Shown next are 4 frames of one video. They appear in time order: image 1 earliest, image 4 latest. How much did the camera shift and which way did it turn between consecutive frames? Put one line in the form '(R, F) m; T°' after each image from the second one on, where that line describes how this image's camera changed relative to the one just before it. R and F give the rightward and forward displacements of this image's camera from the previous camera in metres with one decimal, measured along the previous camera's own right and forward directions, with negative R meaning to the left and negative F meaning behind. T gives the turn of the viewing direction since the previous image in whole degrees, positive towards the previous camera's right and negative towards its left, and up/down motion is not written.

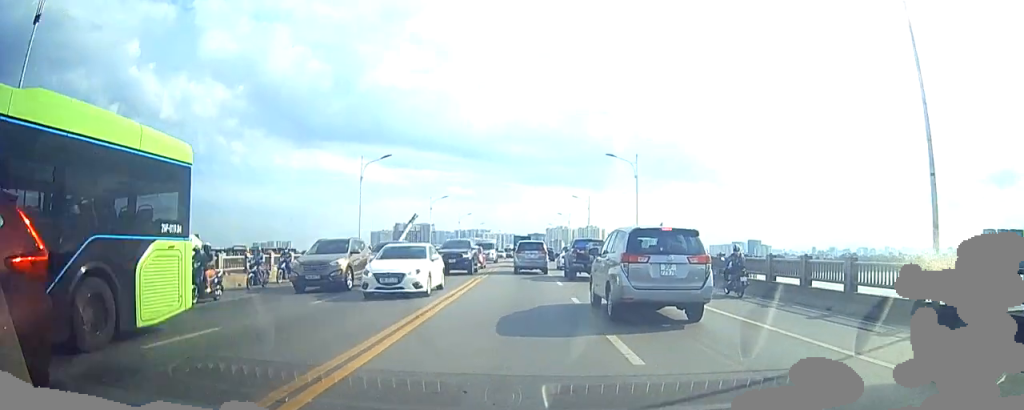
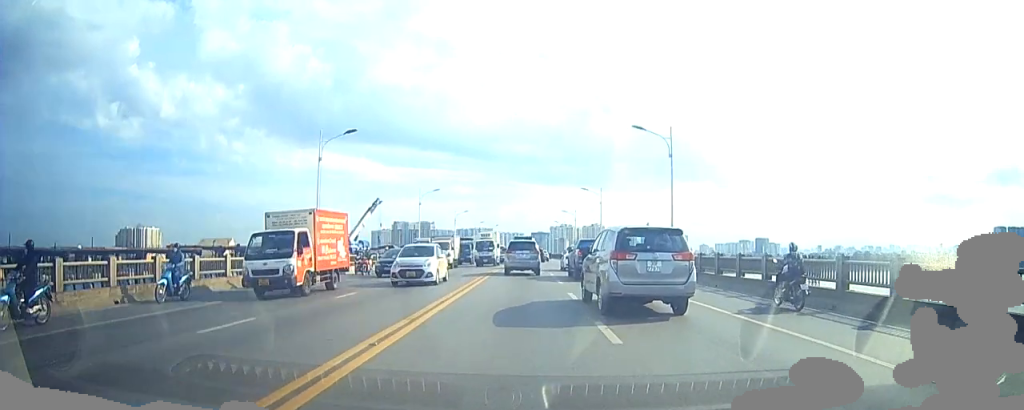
(0.0, +37.9) m; 0°
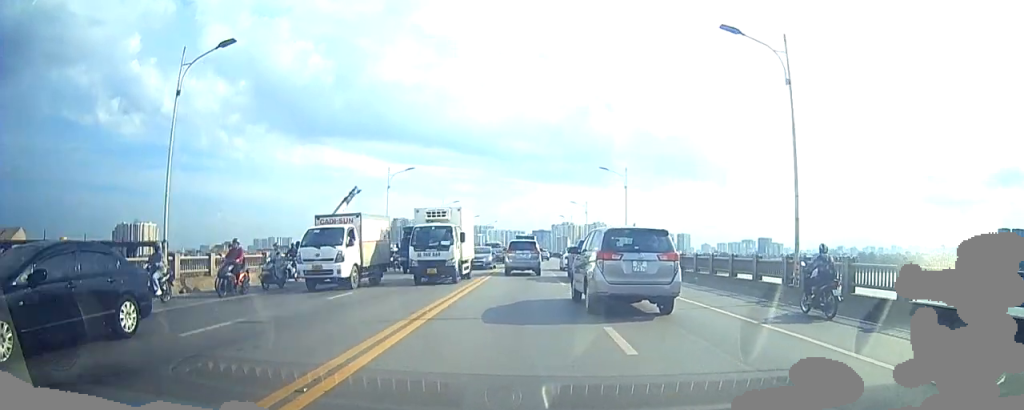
(0.0, +14.8) m; 0°
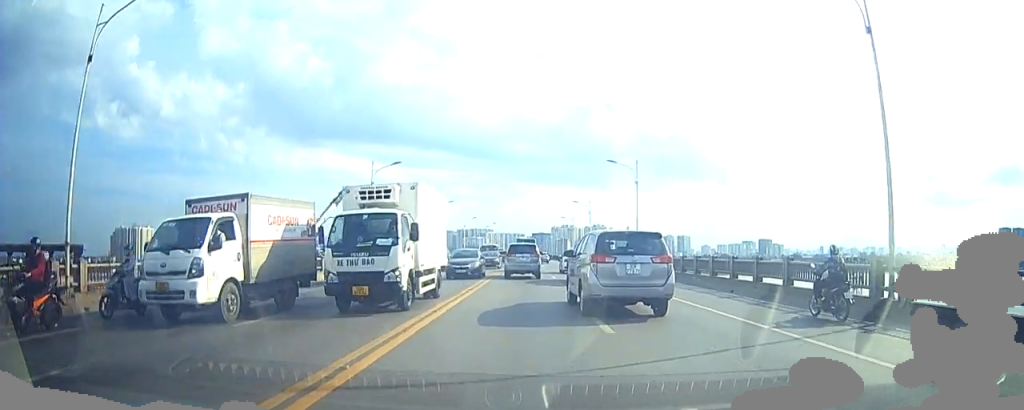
(0.0, +5.0) m; 0°
